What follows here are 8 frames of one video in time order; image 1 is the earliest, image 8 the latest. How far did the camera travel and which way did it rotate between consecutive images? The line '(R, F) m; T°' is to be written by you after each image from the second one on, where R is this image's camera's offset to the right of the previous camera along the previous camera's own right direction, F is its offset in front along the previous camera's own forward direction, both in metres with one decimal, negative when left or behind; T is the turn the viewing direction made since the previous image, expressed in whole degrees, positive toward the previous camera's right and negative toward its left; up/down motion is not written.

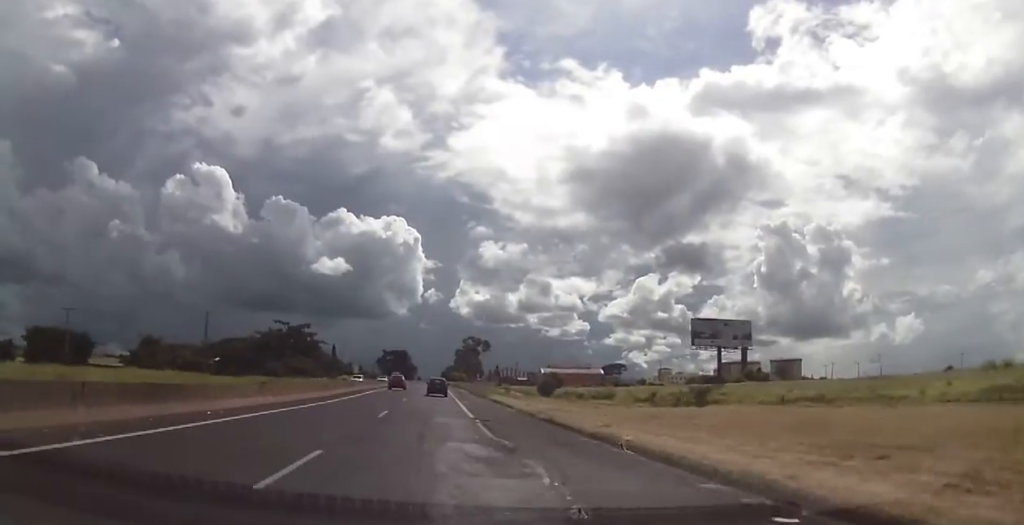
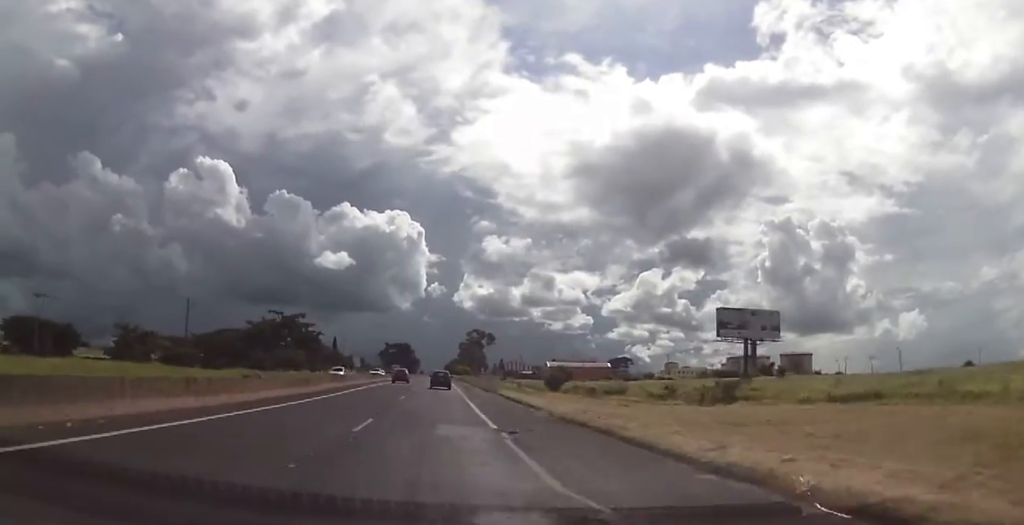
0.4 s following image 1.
(0.0, +8.2) m; 0°
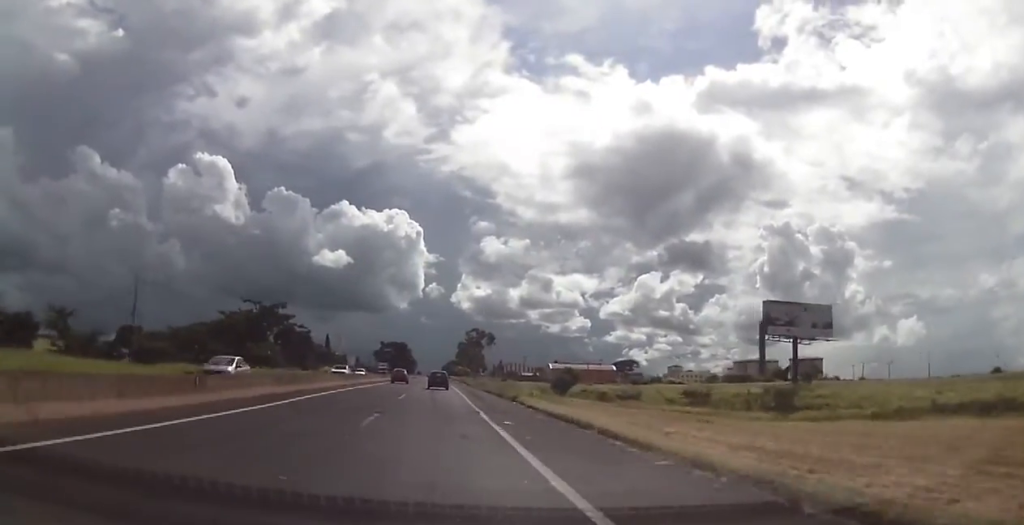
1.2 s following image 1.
(0.0, +14.7) m; 0°
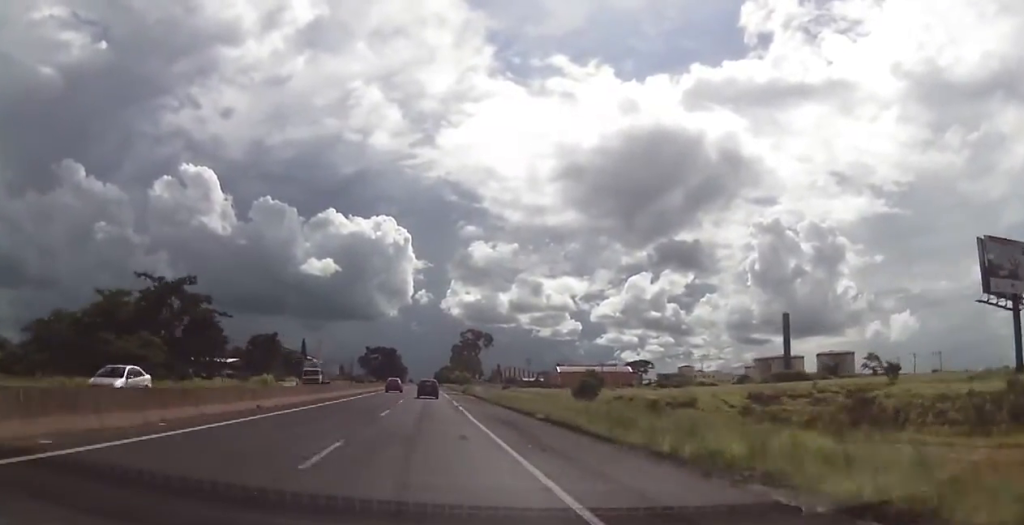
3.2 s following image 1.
(-0.5, +38.4) m; 0°
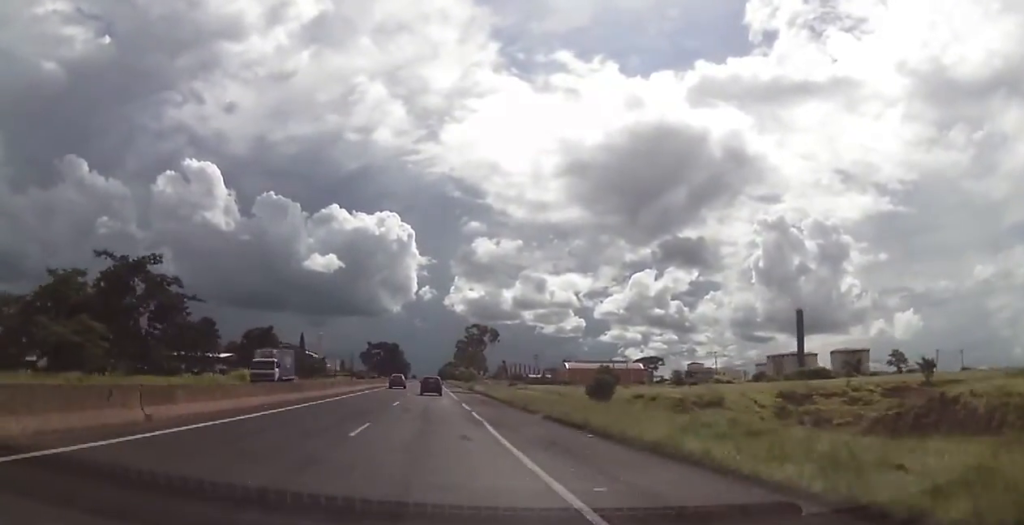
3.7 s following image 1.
(+0.1, +10.5) m; +1°
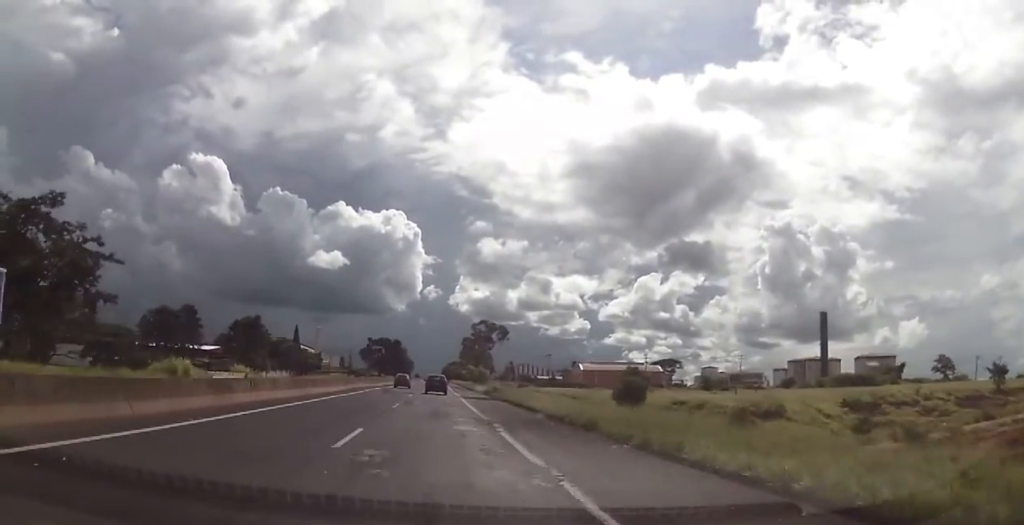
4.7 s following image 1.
(+0.2, +19.2) m; 0°
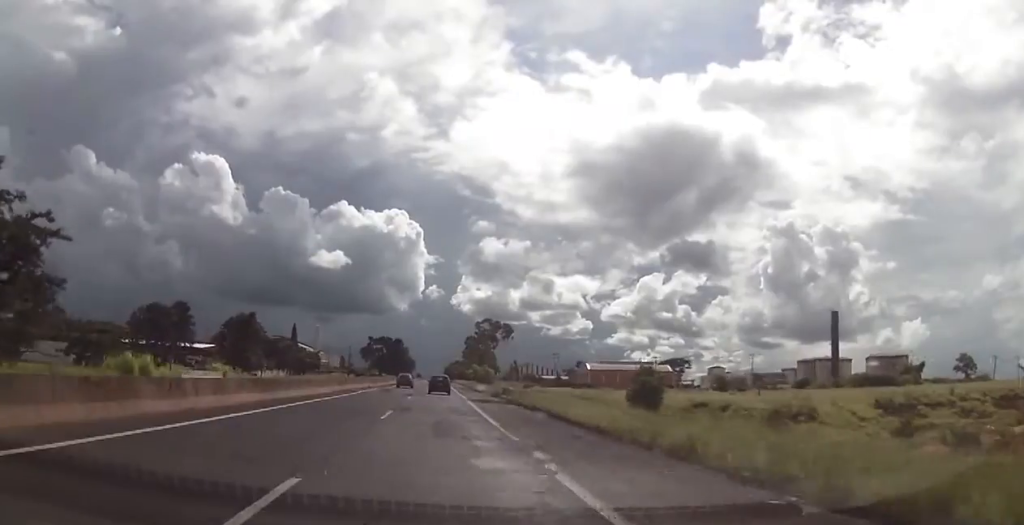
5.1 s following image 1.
(0.0, +8.0) m; 0°
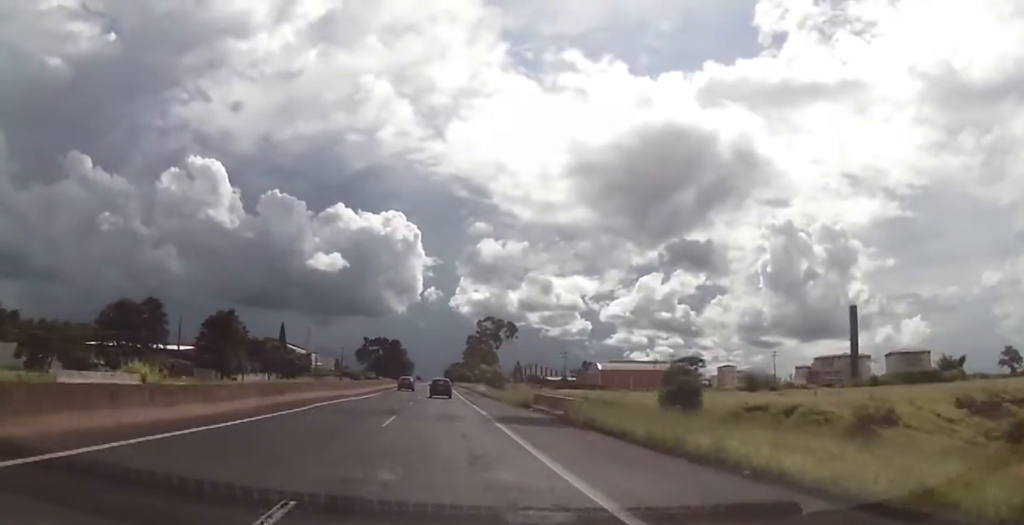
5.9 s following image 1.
(0.0, +17.3) m; -1°
